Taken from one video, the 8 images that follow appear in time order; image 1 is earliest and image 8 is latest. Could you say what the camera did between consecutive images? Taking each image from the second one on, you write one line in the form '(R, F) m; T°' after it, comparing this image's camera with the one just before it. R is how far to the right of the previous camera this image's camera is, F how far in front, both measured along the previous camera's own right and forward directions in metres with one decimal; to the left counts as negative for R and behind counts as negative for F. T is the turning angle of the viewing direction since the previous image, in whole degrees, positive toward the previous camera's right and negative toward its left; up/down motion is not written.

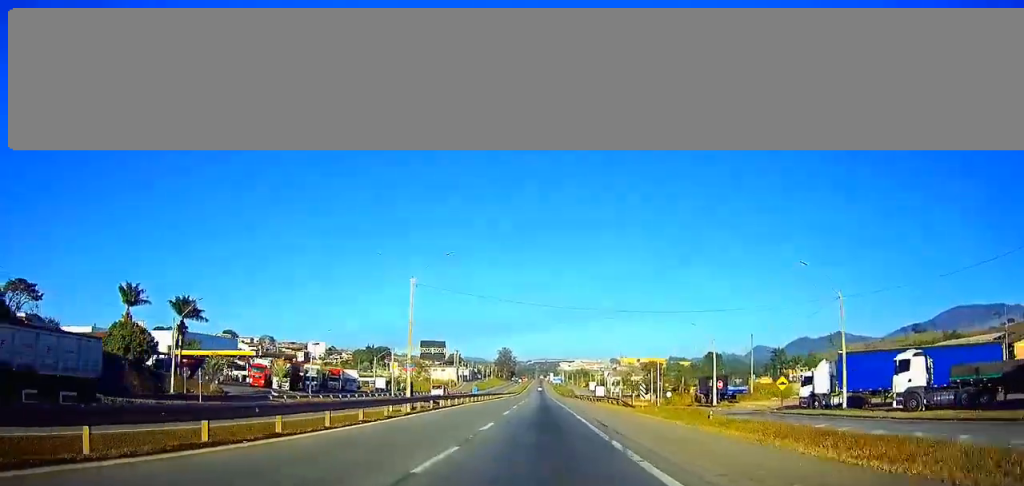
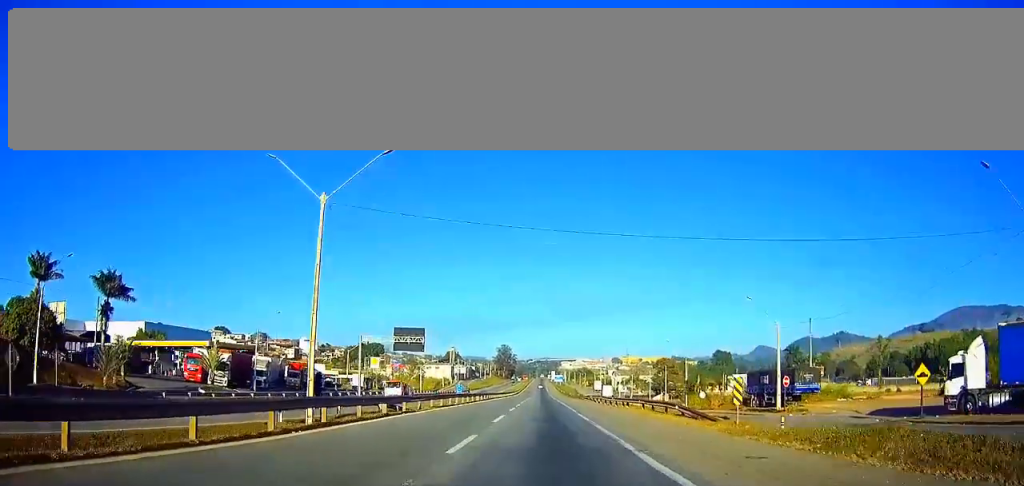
(0.0, +21.0) m; 0°
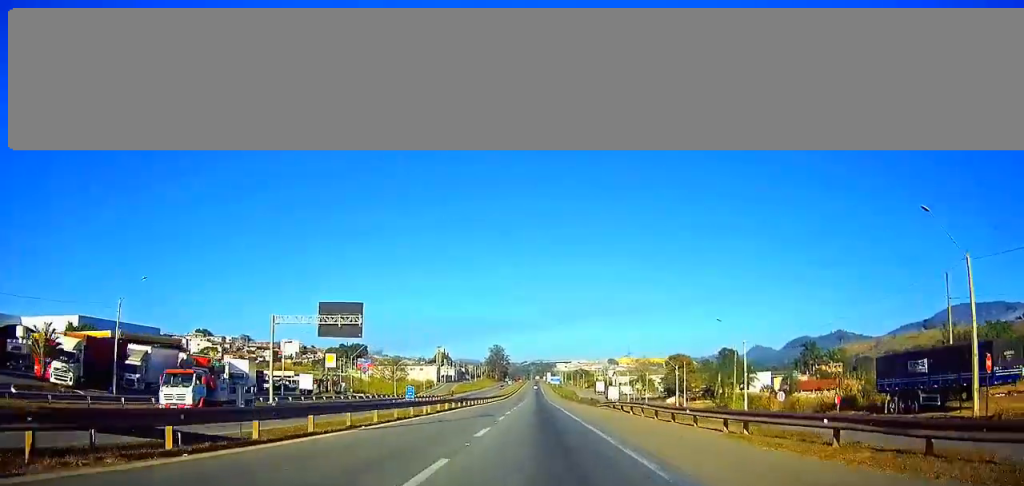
(0.0, +29.1) m; 0°
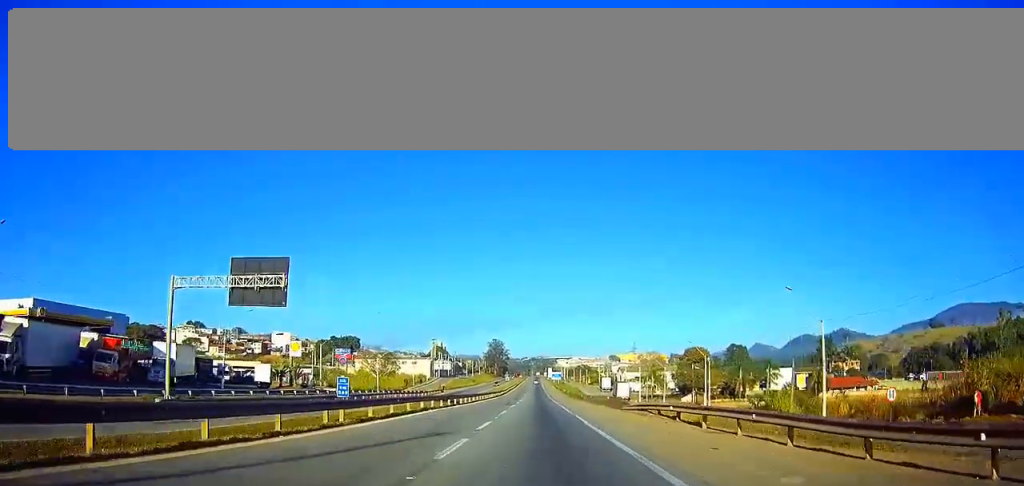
(0.0, +18.6) m; 0°
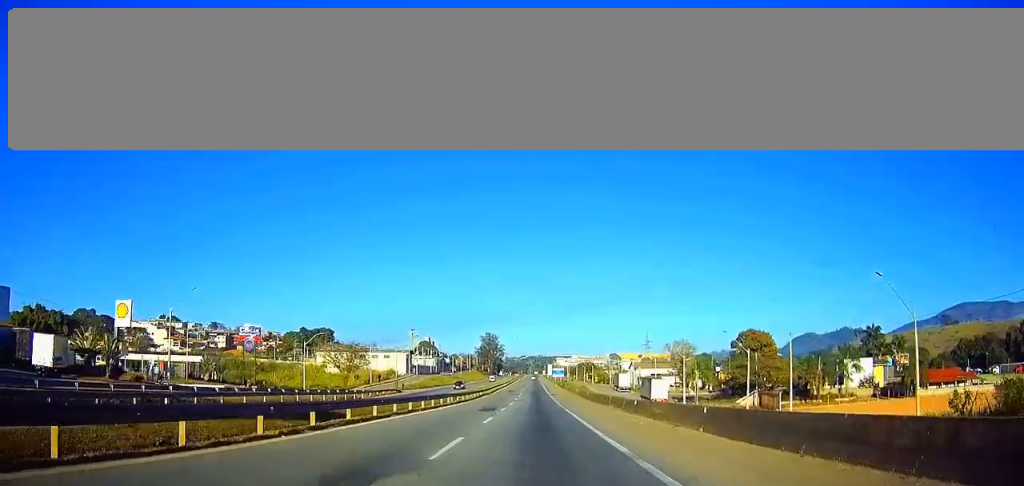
(+0.2, +47.1) m; 0°
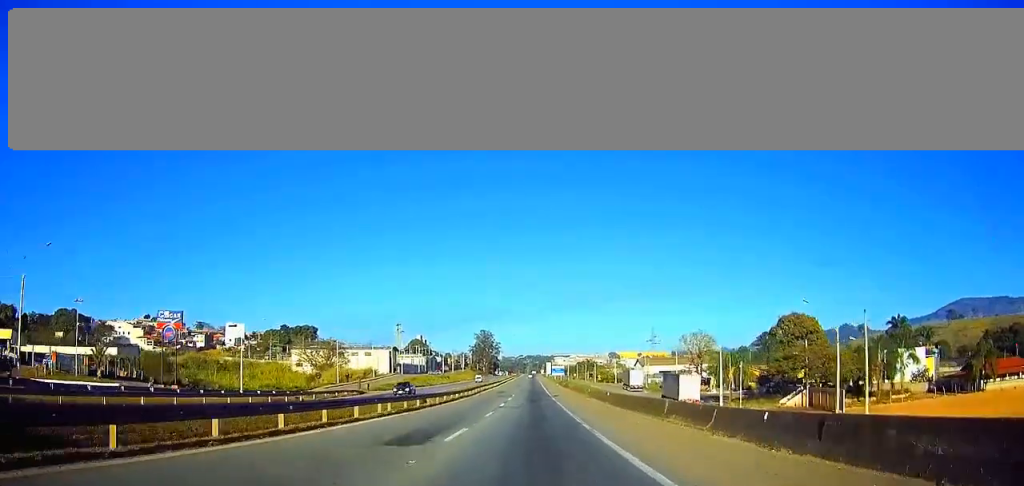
(0.0, +22.3) m; 0°
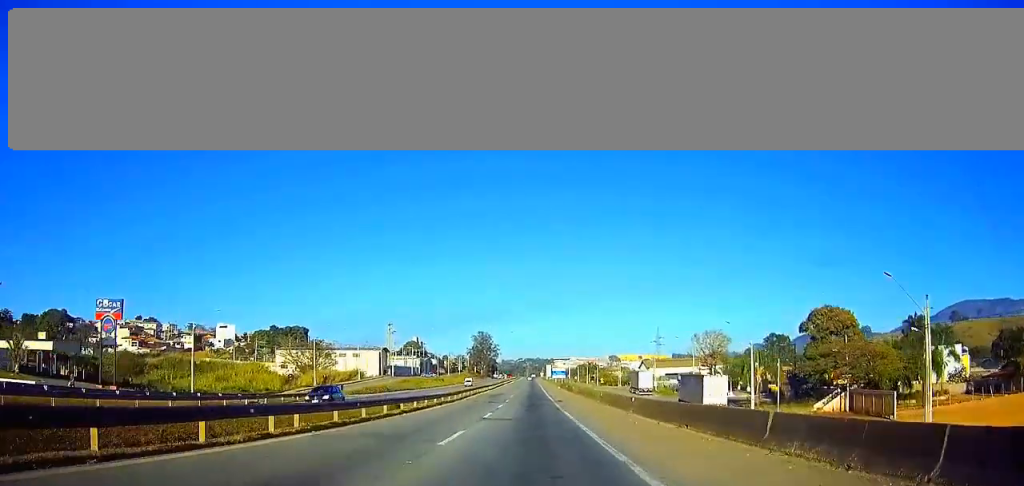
(0.0, +12.6) m; 0°
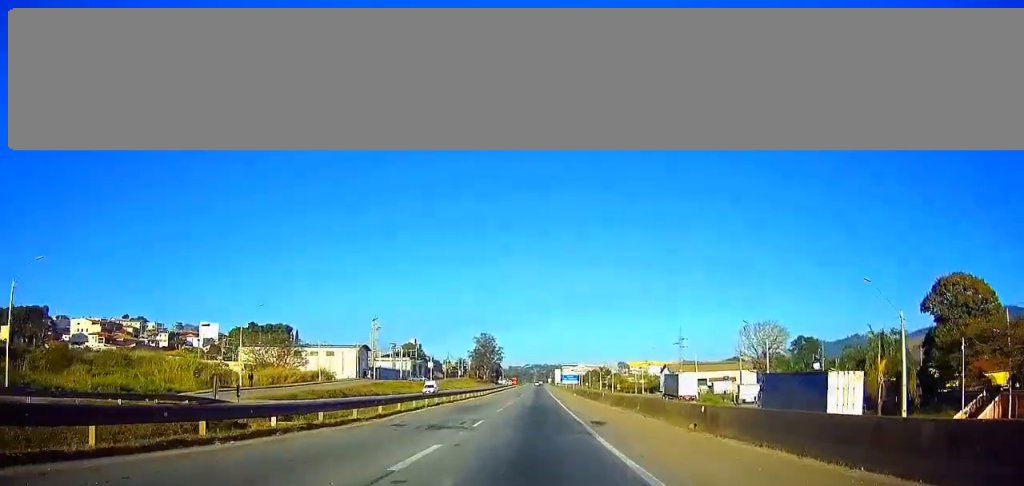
(-0.1, +30.5) m; 0°
